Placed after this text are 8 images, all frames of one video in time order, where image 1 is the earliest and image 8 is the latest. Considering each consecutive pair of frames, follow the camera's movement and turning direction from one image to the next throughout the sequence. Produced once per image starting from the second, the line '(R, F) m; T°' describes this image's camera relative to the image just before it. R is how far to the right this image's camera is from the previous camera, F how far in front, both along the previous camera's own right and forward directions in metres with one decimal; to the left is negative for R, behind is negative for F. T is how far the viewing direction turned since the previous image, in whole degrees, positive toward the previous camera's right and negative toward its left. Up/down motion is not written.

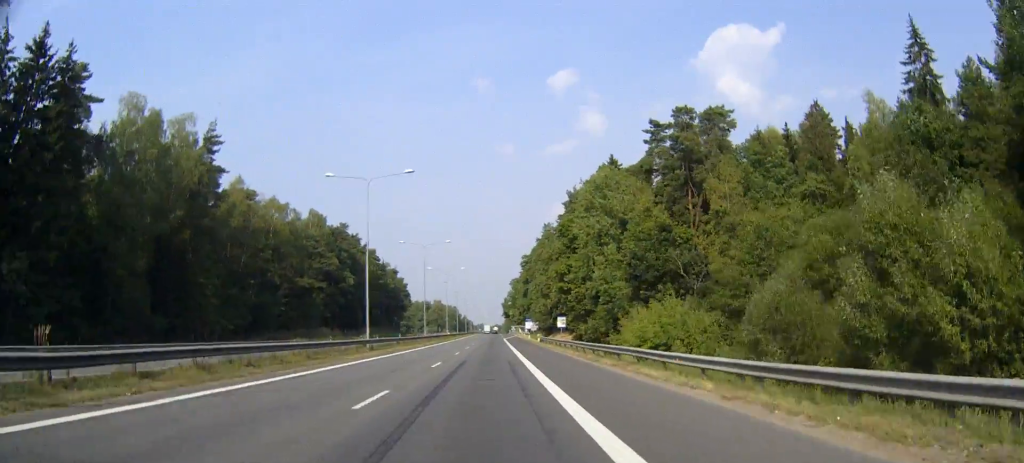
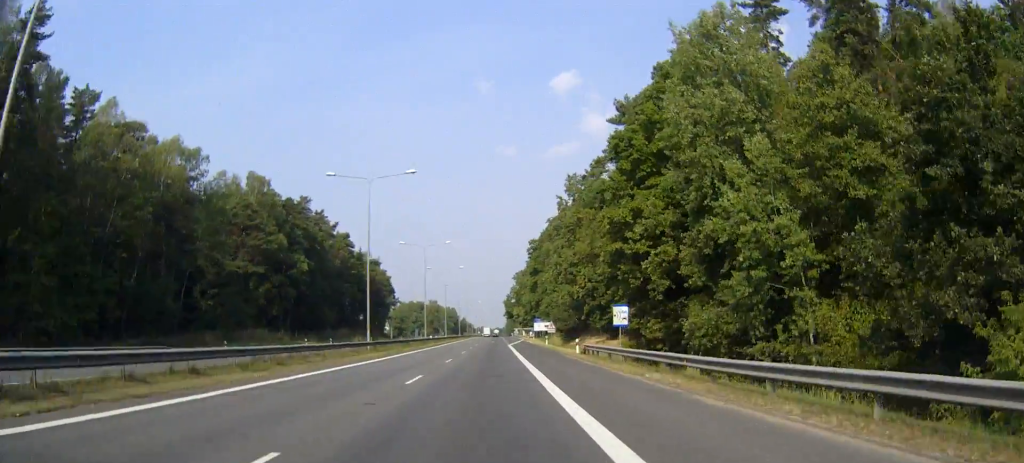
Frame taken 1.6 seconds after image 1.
(-0.1, +40.5) m; 0°
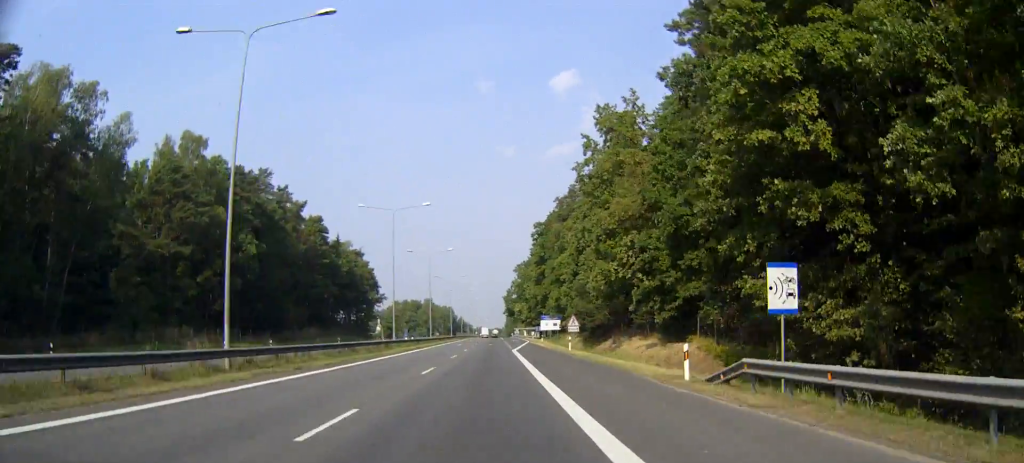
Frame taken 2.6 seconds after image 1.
(0.0, +26.7) m; 0°
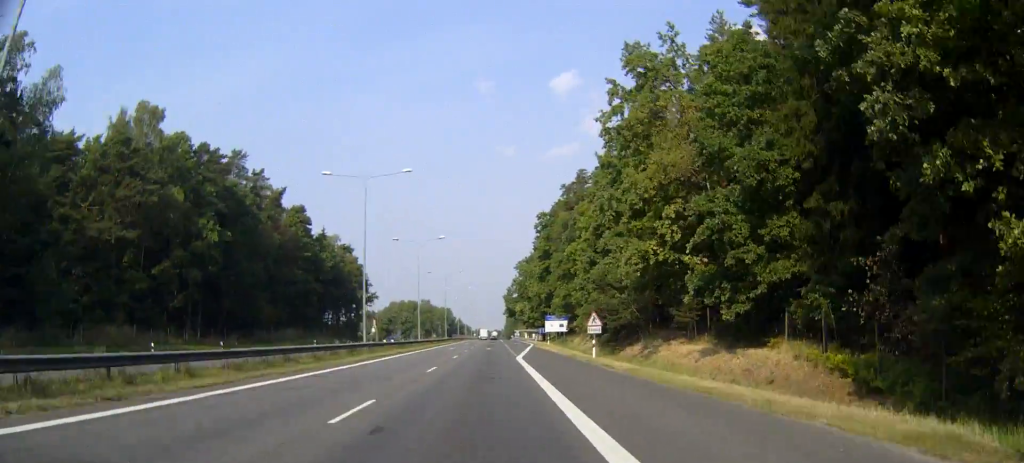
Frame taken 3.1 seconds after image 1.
(0.0, +13.7) m; 0°
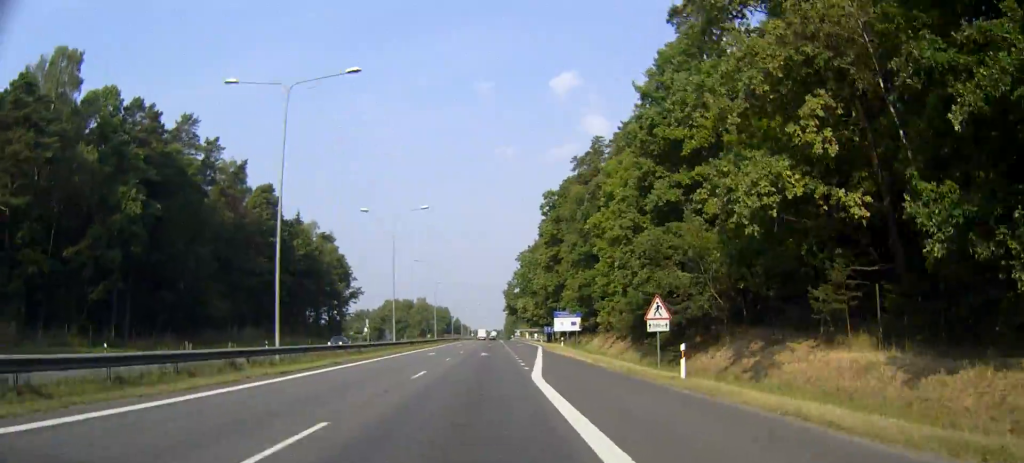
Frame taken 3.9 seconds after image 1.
(0.0, +19.7) m; 0°
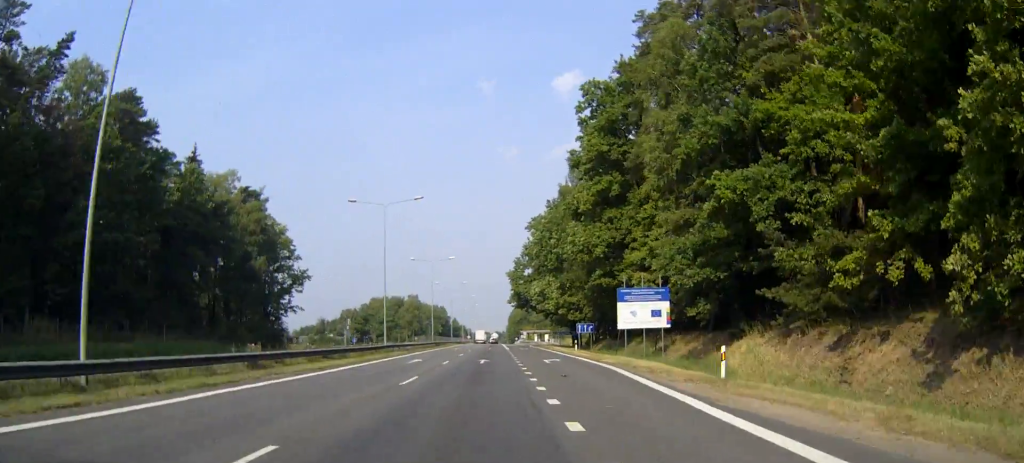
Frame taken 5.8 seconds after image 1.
(0.0, +49.4) m; 0°
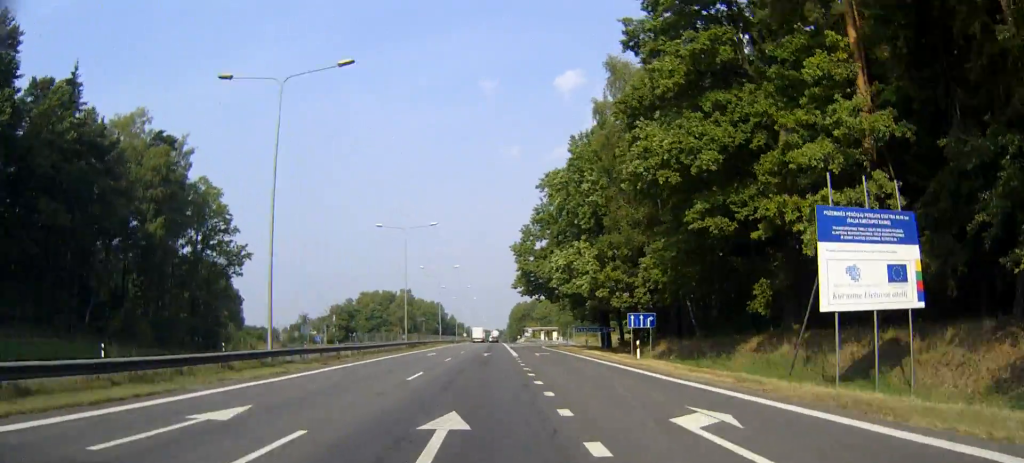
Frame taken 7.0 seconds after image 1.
(-0.2, +29.3) m; 0°
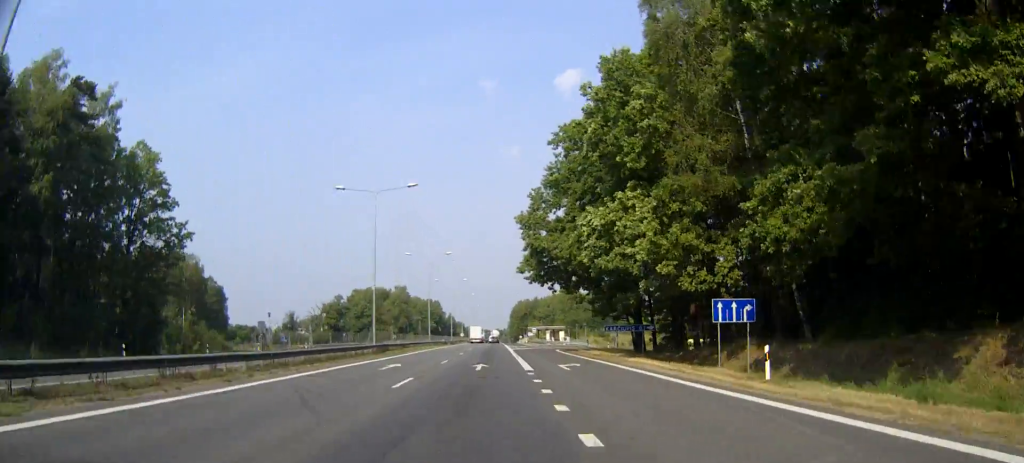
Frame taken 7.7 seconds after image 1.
(0.0, +18.2) m; 0°
